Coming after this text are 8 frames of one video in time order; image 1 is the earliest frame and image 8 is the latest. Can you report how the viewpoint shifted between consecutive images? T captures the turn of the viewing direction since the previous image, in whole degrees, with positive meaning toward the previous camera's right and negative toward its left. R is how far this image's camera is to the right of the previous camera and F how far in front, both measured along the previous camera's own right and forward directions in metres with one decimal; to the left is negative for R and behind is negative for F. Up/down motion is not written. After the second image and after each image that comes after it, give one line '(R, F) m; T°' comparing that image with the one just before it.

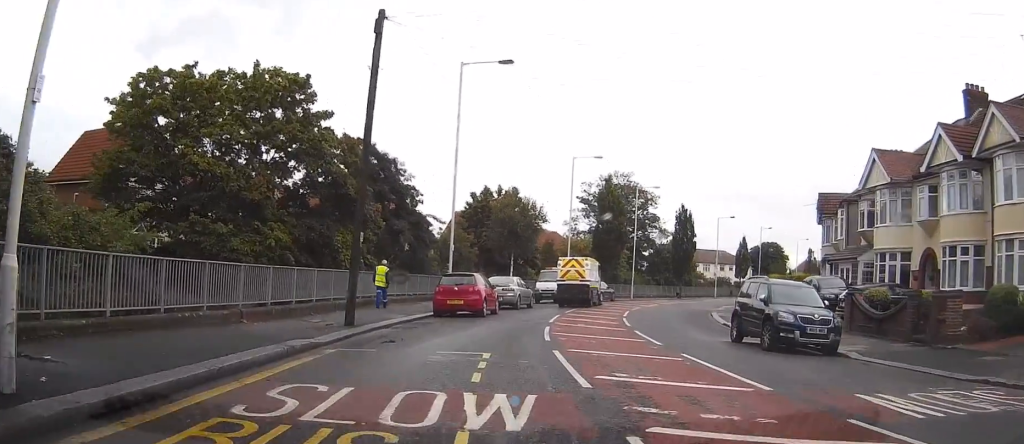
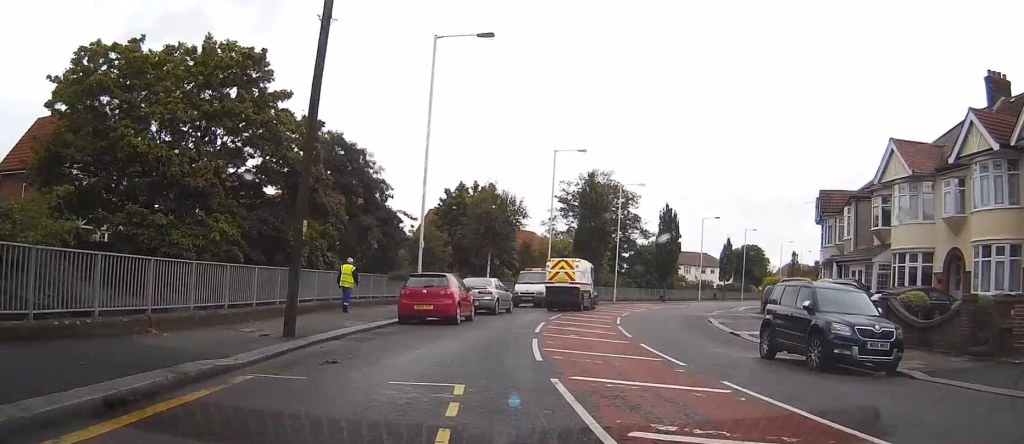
(+0.1, +3.7) m; +2°
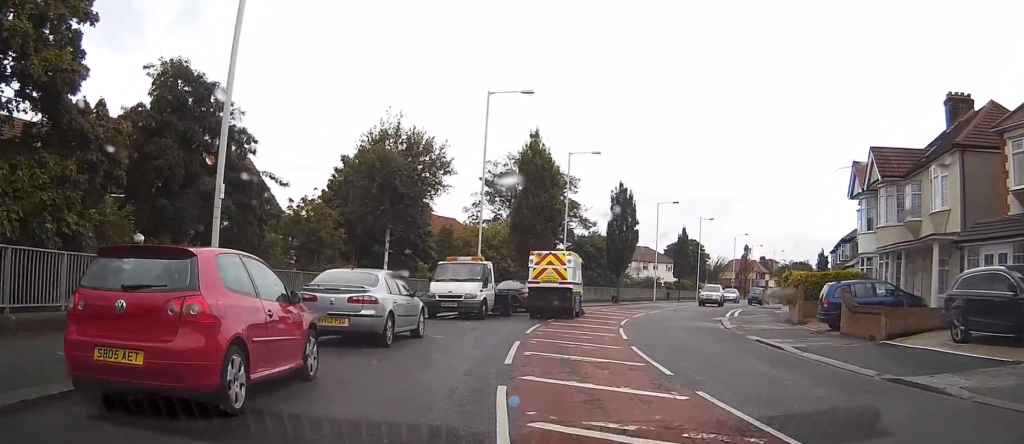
(+0.6, +15.2) m; +3°
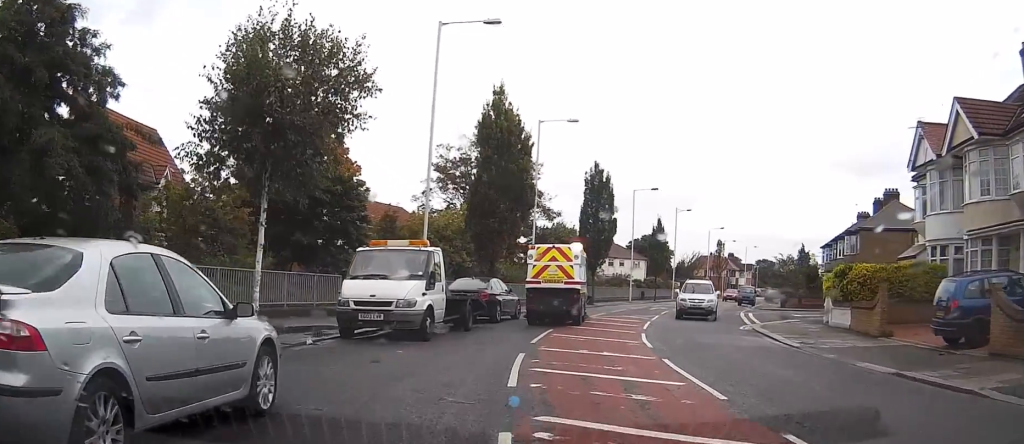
(+0.4, +9.8) m; +6°
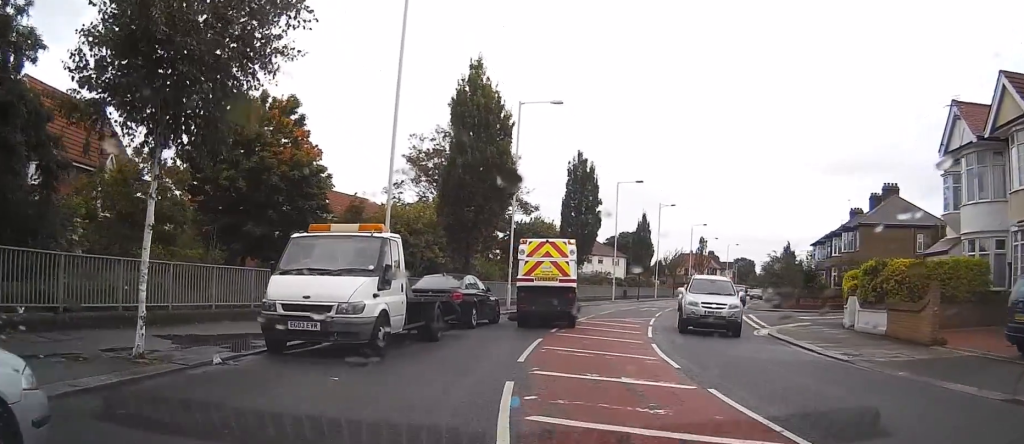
(+0.1, +3.9) m; +3°
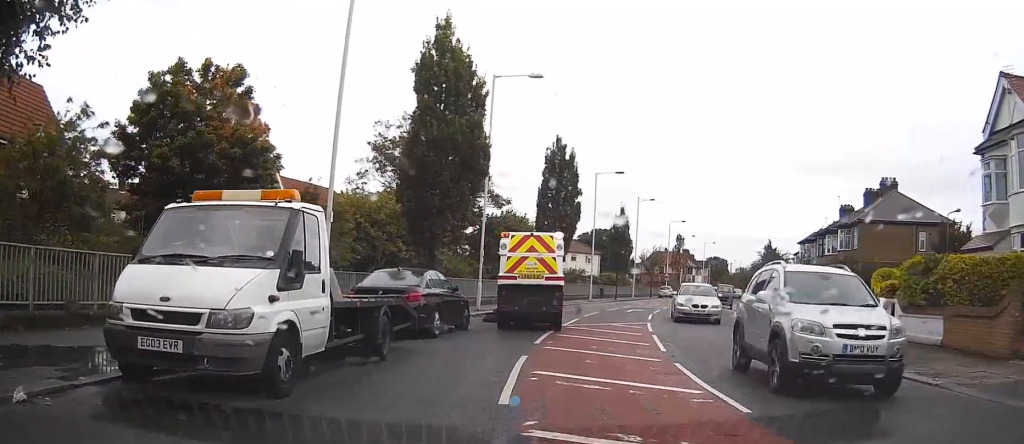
(0.0, +4.3) m; +3°
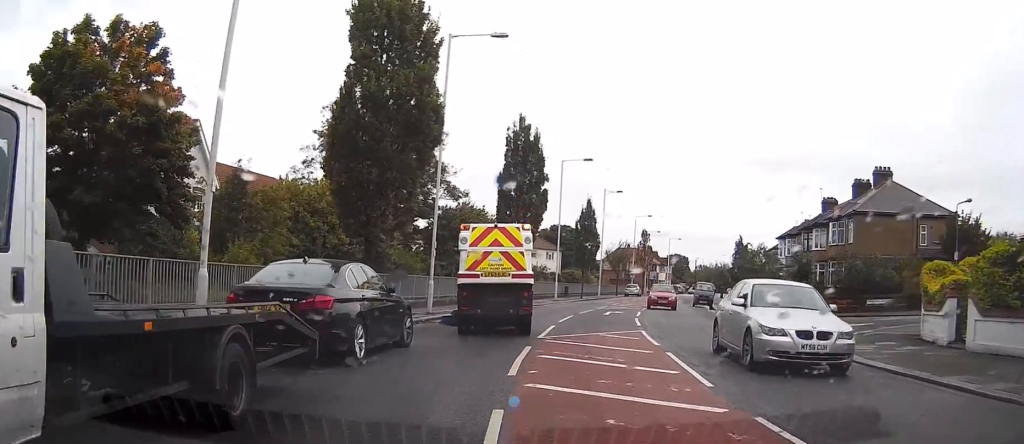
(+0.4, +5.0) m; +5°
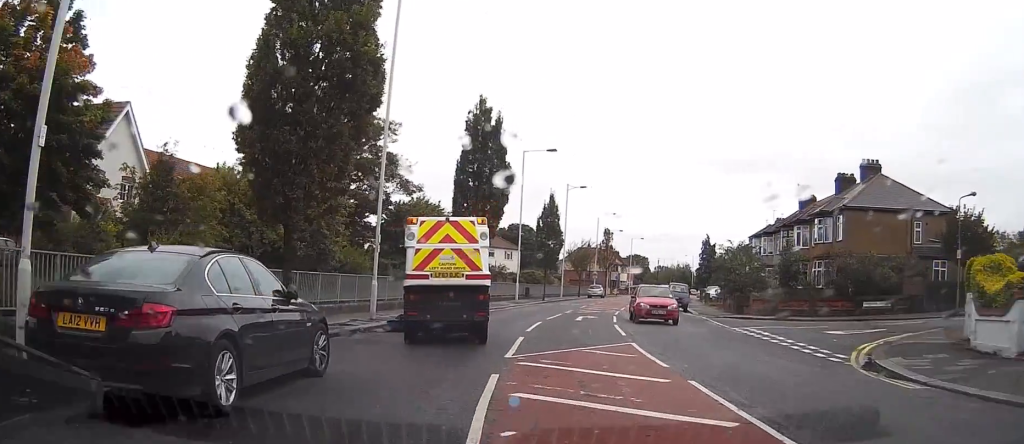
(0.0, +3.9) m; +1°
